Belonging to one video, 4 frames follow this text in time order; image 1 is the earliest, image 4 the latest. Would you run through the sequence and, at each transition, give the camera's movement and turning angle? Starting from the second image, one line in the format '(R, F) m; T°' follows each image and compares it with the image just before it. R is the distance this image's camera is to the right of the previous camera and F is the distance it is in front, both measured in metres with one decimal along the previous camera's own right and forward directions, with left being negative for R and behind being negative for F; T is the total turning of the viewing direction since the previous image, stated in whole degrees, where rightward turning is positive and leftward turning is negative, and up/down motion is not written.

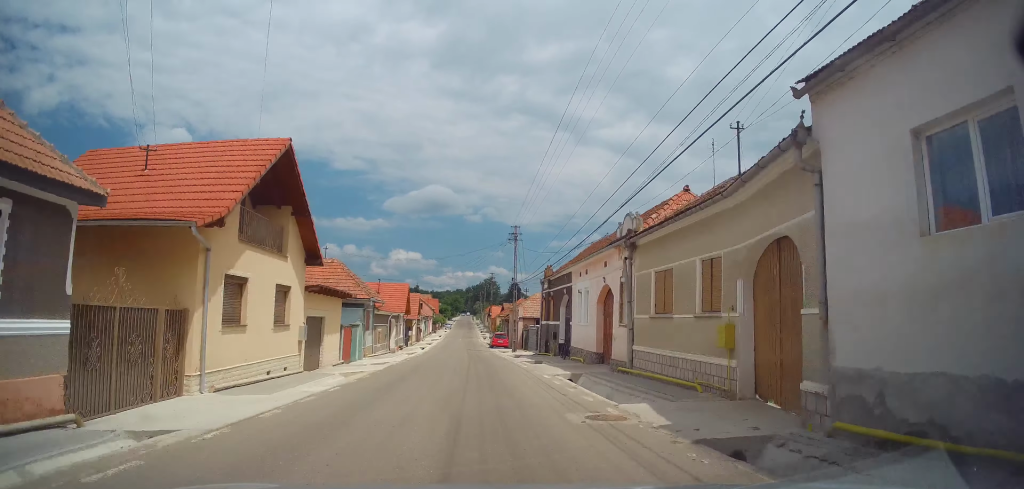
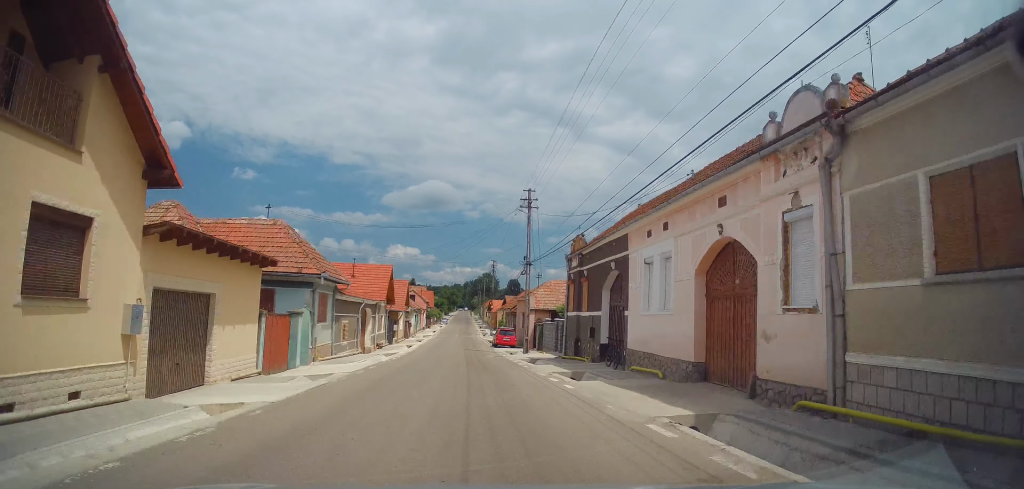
(+0.2, +9.6) m; 0°
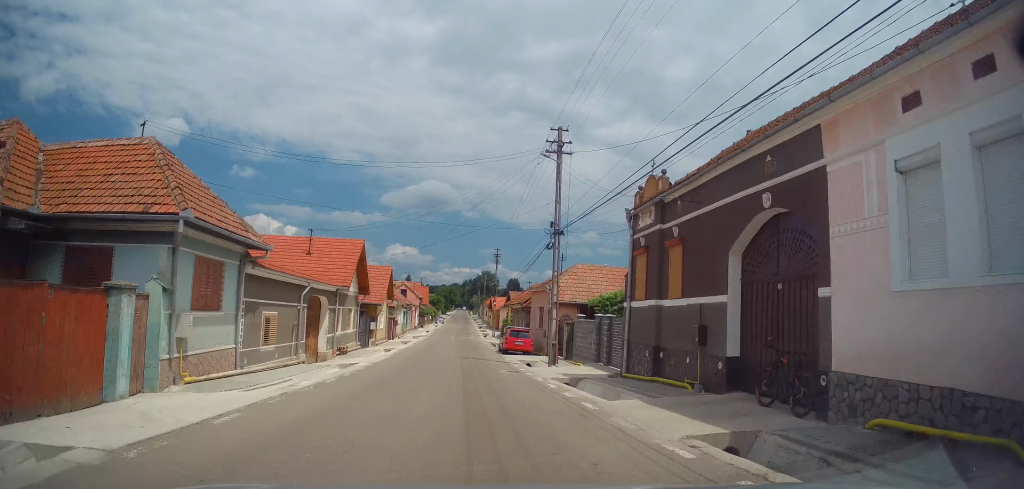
(-0.1, +10.4) m; -1°
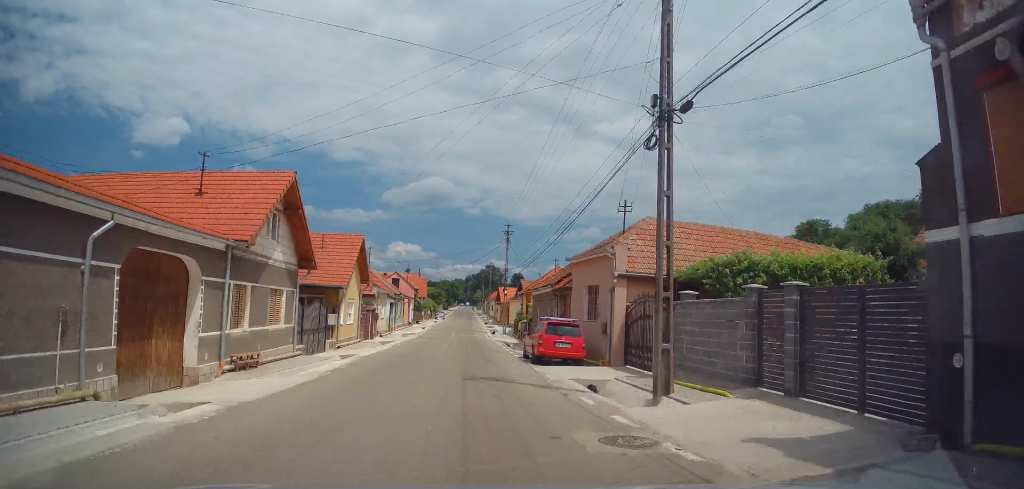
(-0.2, +12.3) m; -1°
